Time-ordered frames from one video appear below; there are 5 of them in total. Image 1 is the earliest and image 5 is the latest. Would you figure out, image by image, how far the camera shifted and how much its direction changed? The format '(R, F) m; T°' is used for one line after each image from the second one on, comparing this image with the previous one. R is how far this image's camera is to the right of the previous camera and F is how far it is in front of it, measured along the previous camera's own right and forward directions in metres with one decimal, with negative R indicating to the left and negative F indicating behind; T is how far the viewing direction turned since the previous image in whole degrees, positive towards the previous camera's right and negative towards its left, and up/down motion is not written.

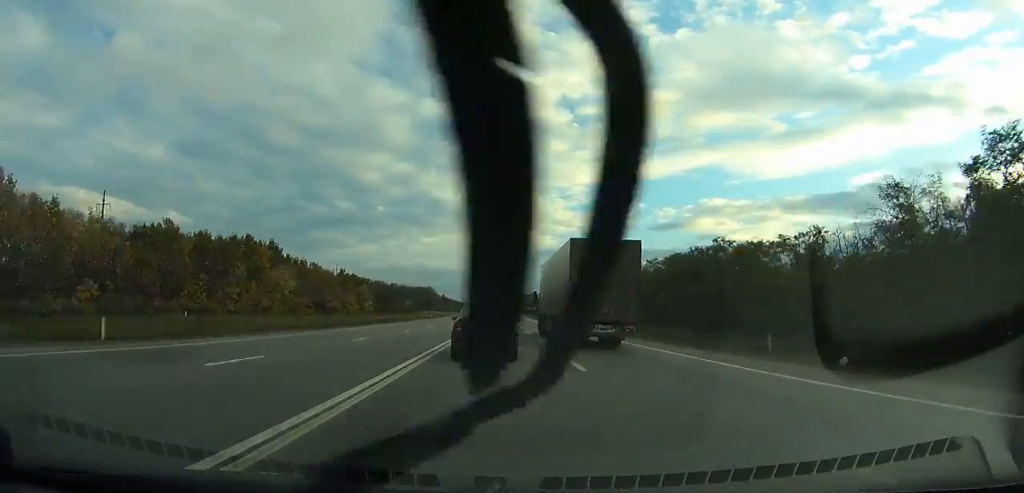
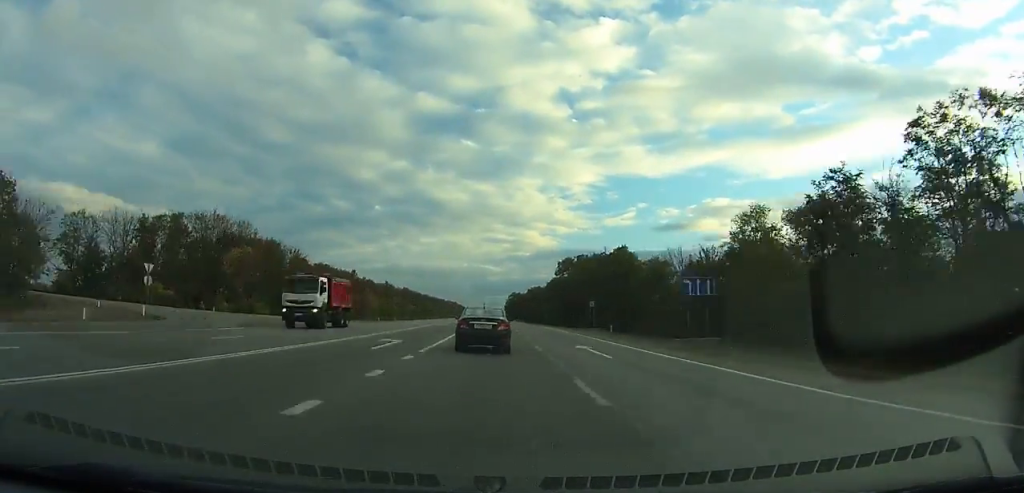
(+2.2, +277.6) m; 0°
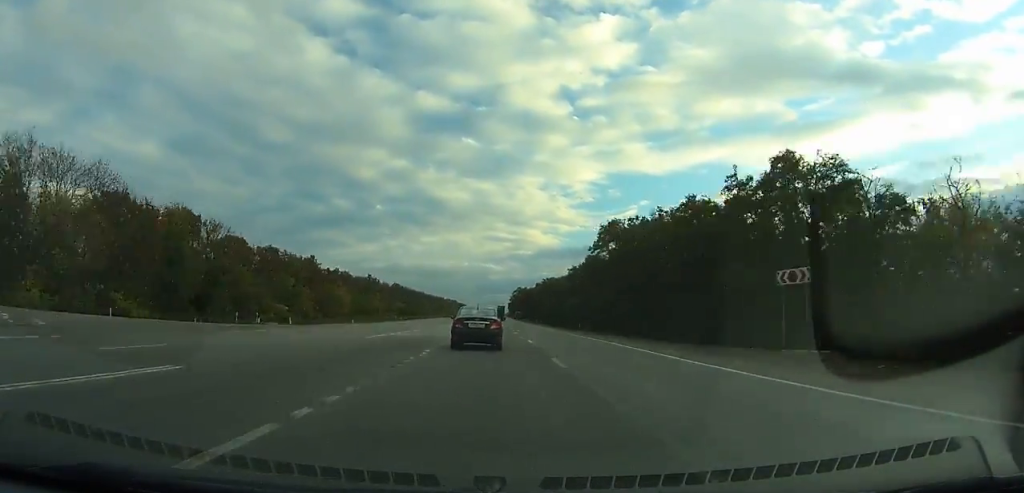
(-0.2, +42.0) m; 0°
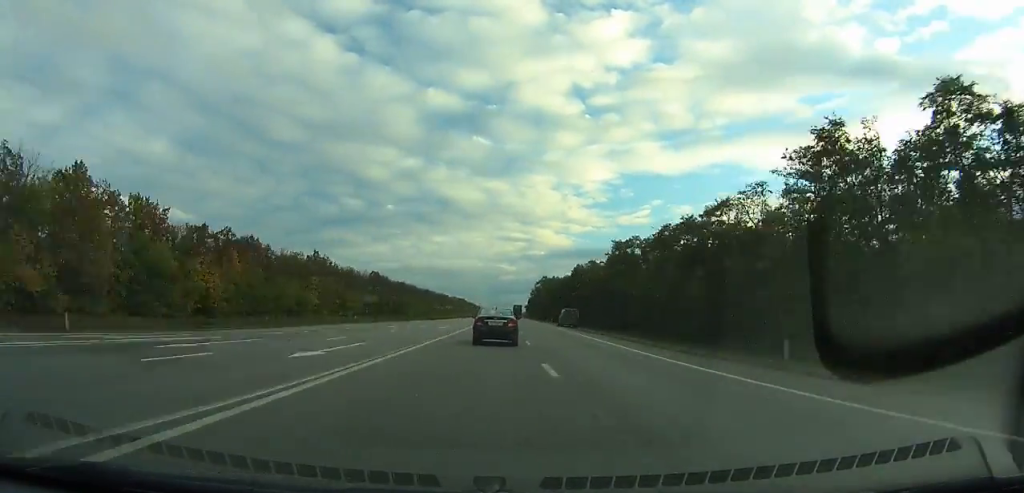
(-0.7, +84.4) m; -1°
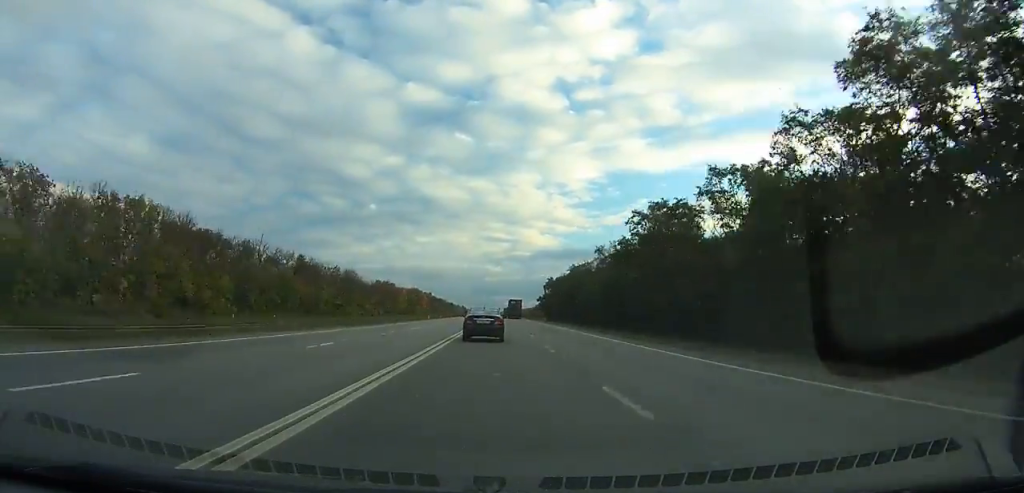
(+0.9, +210.1) m; +1°
